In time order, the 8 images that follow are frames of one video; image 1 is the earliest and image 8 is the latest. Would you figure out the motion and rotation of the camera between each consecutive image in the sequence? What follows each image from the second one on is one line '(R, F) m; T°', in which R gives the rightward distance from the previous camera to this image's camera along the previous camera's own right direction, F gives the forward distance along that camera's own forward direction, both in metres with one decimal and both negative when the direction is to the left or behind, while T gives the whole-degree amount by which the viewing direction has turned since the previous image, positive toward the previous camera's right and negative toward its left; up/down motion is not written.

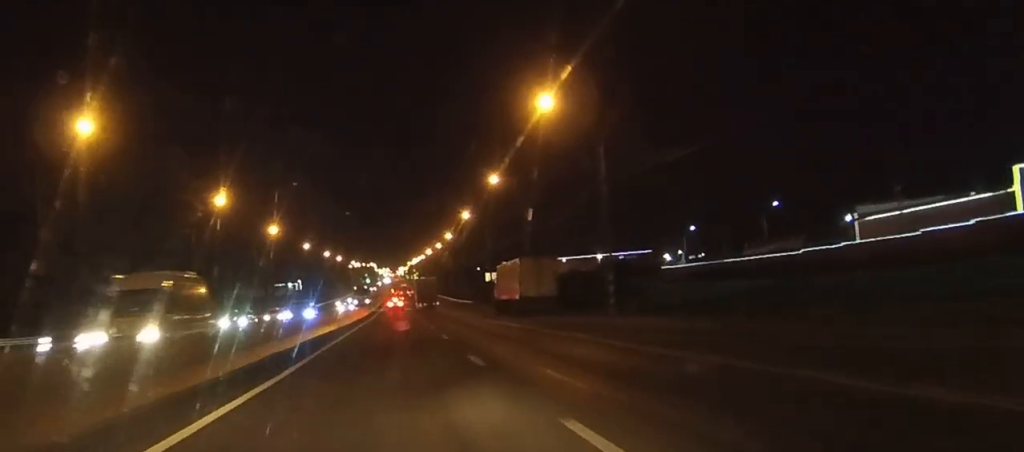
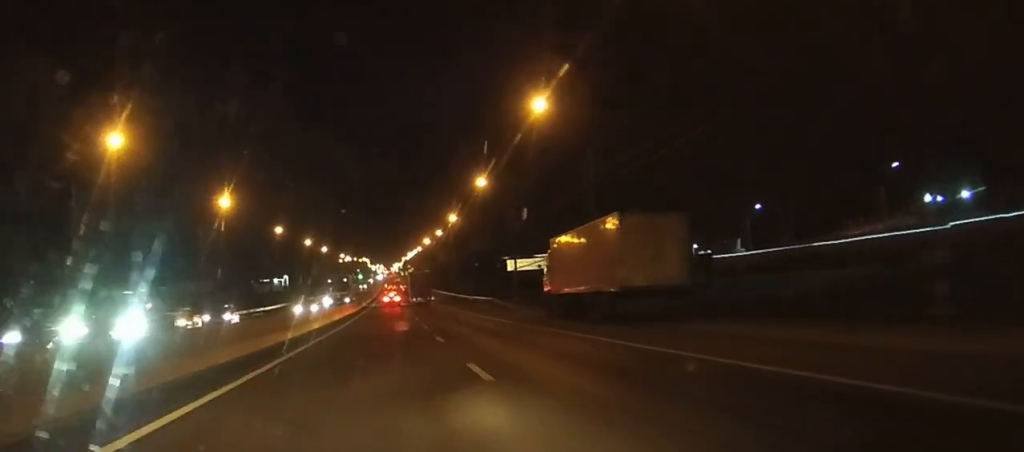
(+0.2, +27.7) m; 0°
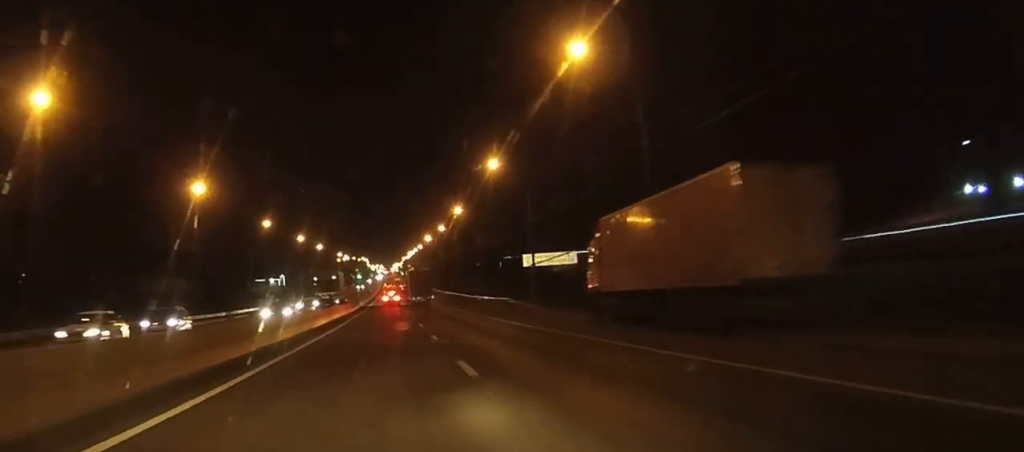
(0.0, +11.0) m; 0°
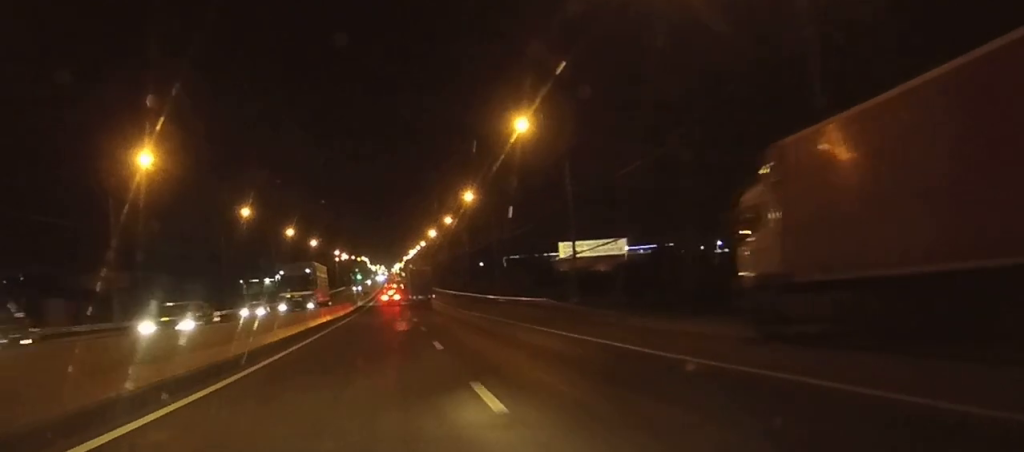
(-0.1, +16.0) m; 0°
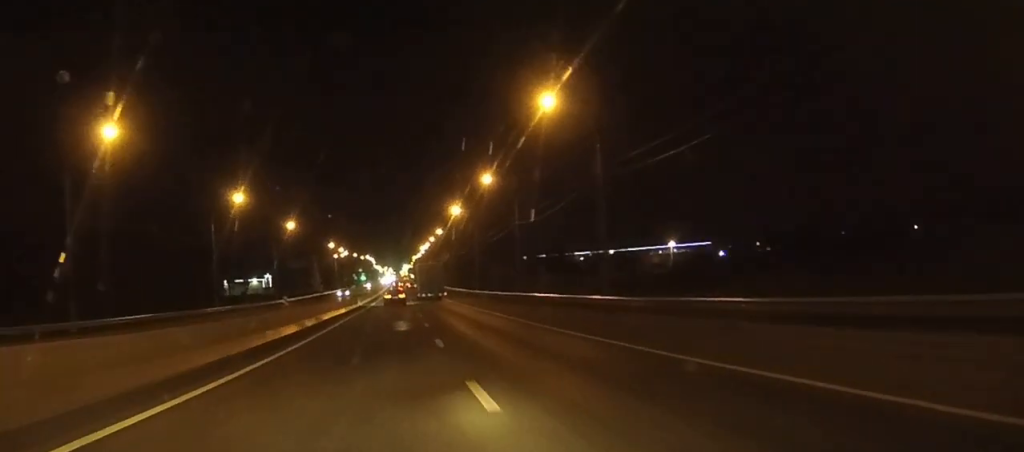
(-0.4, +47.3) m; -1°
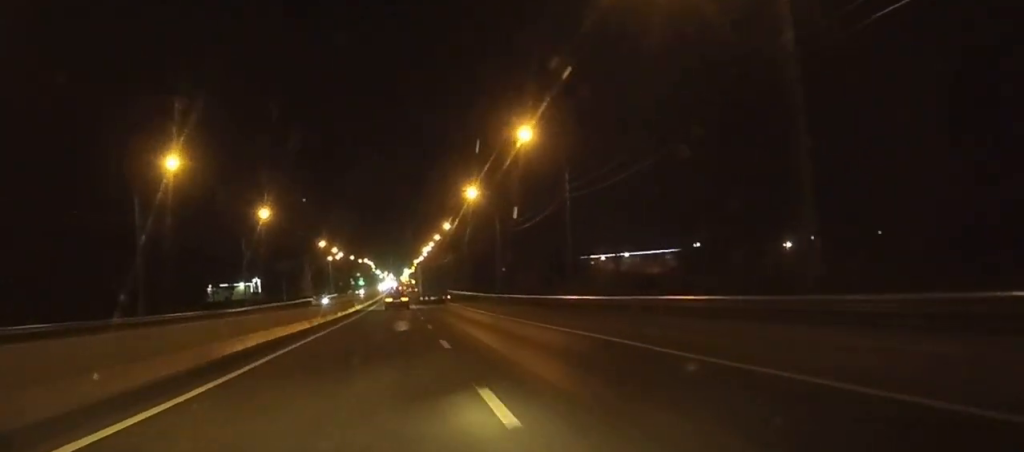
(+0.1, +24.8) m; +1°
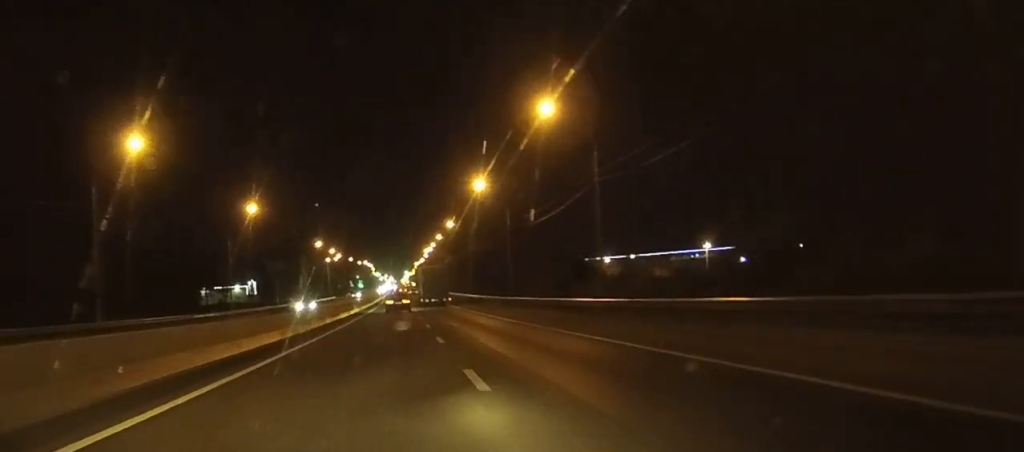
(+0.1, +8.6) m; 0°
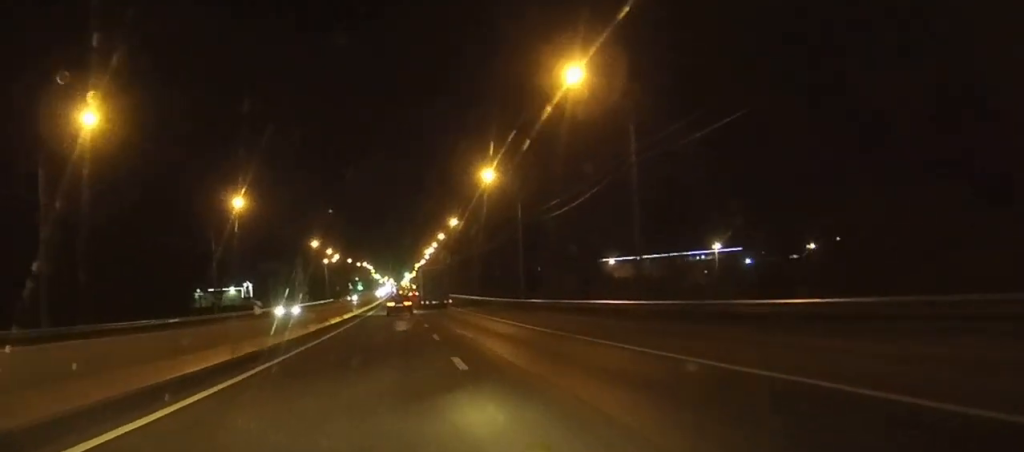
(0.0, +8.0) m; 0°
